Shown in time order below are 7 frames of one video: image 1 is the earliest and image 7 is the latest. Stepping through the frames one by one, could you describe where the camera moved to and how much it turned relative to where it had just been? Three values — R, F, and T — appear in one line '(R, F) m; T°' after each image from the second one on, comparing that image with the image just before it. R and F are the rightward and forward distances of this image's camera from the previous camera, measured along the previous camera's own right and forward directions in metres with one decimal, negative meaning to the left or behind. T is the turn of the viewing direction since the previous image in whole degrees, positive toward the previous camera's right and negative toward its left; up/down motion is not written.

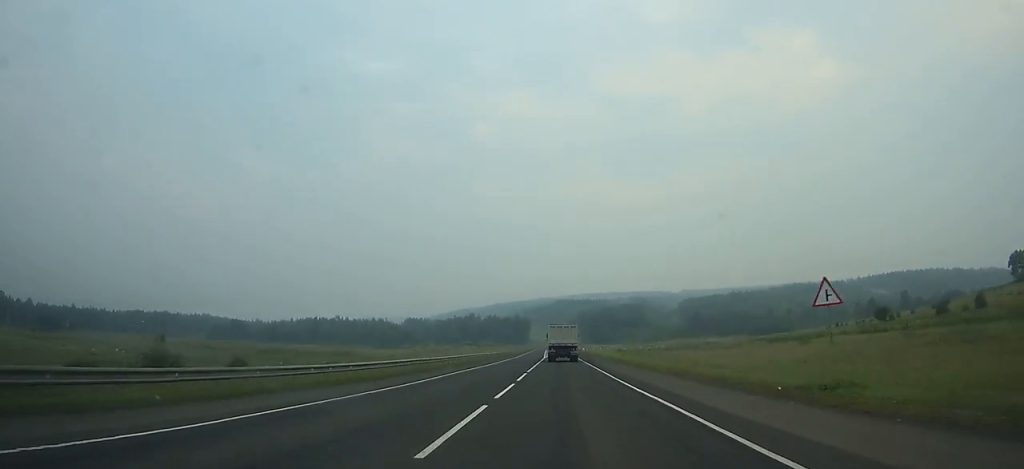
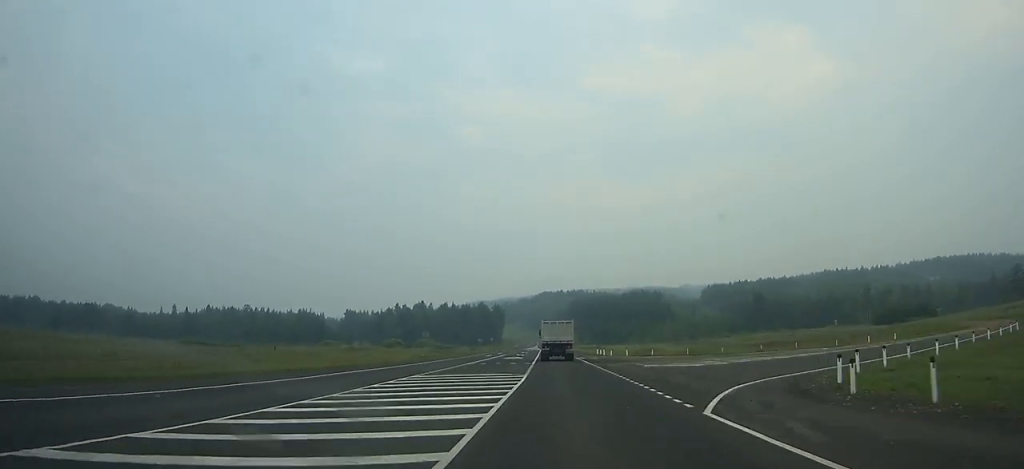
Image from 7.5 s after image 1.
(+1.3, +176.4) m; 0°
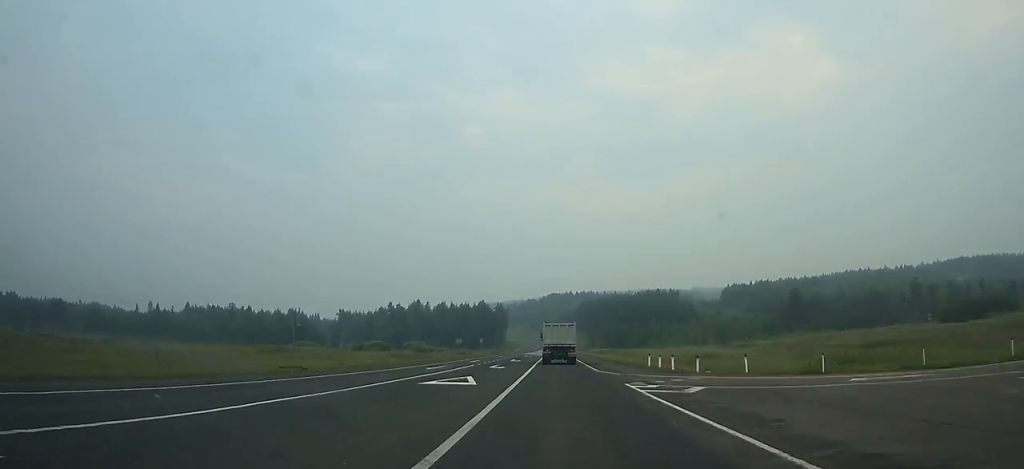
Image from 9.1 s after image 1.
(-0.2, +37.6) m; 0°
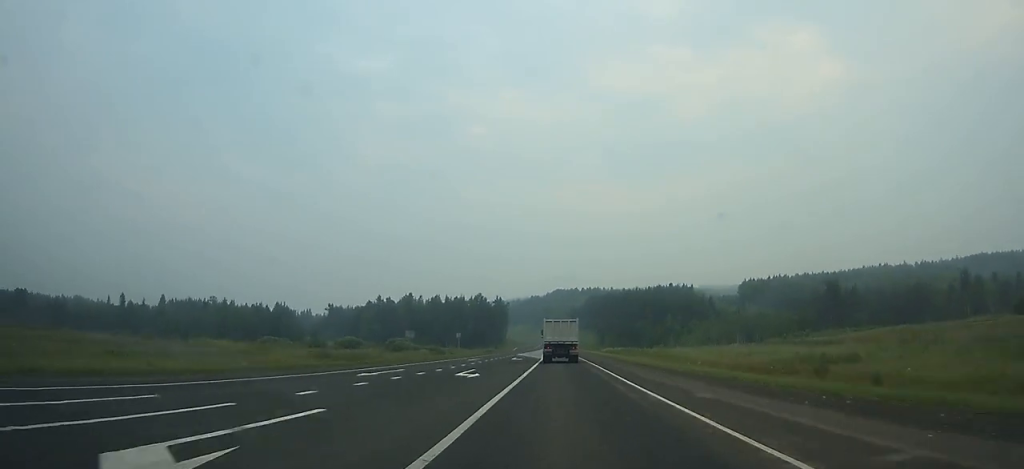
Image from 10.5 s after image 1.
(+0.1, +32.9) m; 0°
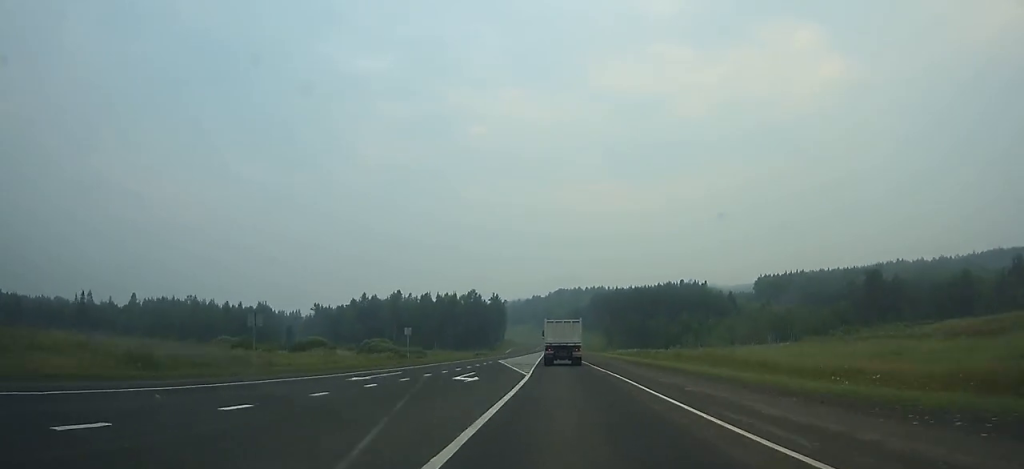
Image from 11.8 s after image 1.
(-0.2, +30.2) m; 0°
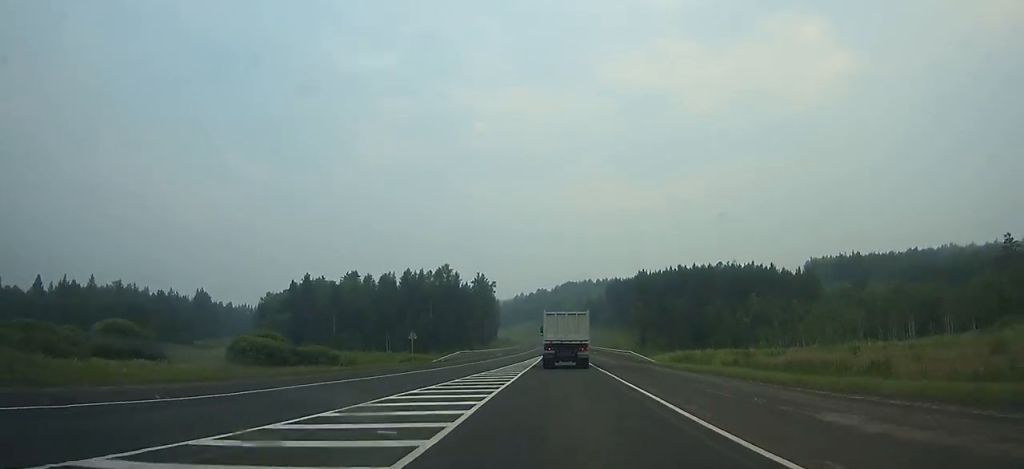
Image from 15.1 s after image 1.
(-0.3, +76.3) m; 0°
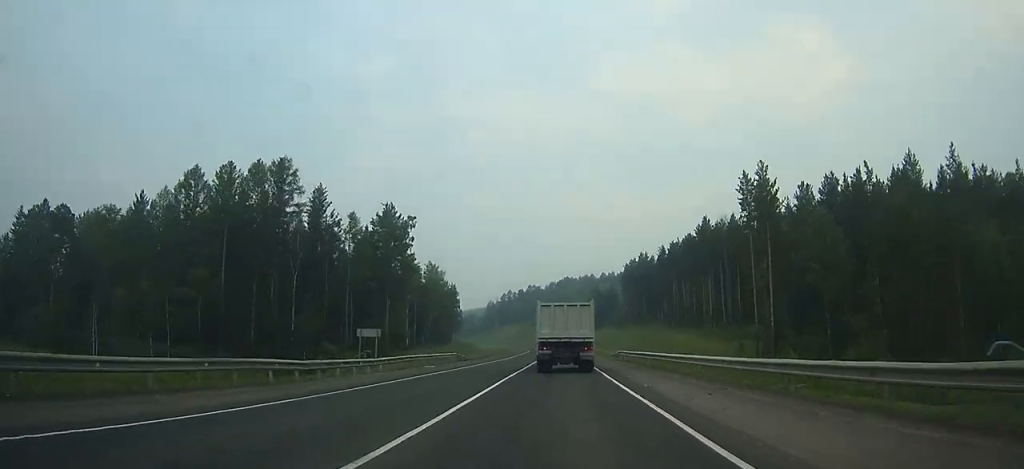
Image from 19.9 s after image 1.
(+0.2, +113.1) m; 0°
